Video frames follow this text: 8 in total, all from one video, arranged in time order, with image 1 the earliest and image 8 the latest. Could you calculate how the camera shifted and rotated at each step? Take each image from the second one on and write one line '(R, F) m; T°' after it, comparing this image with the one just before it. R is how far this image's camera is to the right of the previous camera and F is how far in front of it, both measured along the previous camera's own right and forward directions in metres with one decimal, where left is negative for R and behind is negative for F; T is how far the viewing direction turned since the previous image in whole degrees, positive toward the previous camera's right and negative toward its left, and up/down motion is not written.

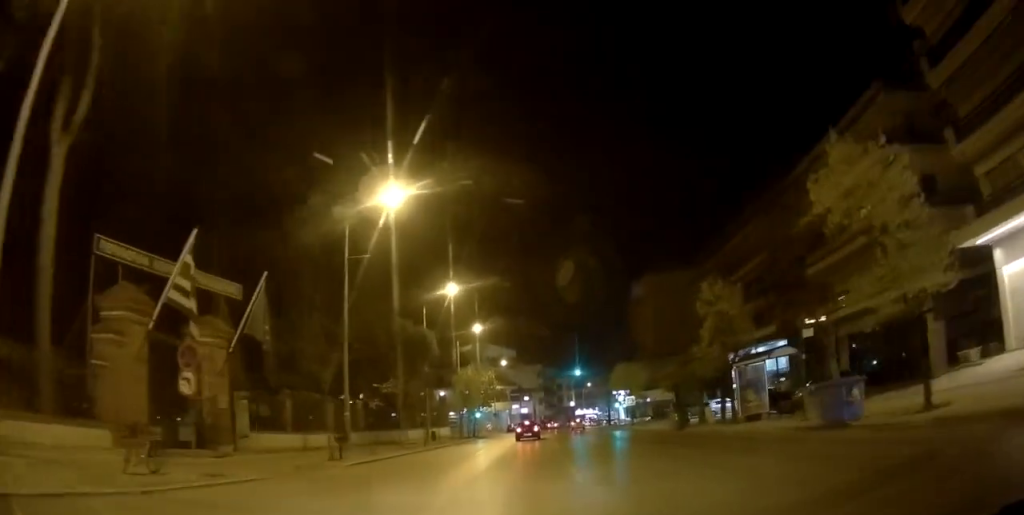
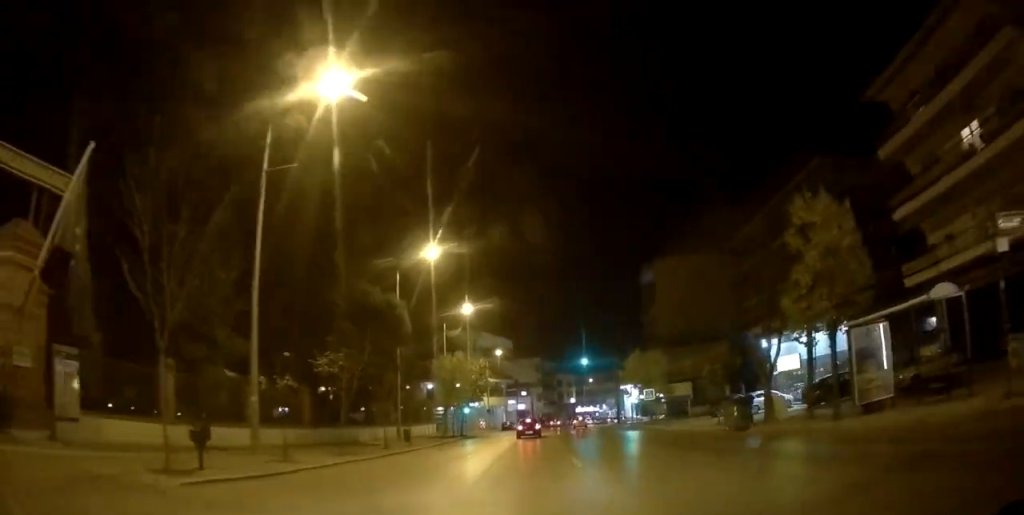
(+0.2, +10.0) m; 0°
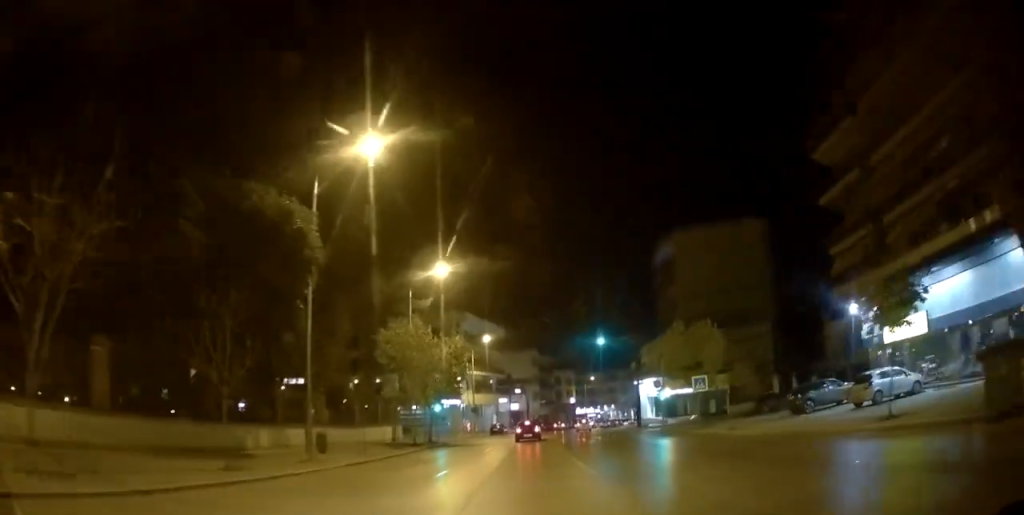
(0.0, +15.9) m; 0°
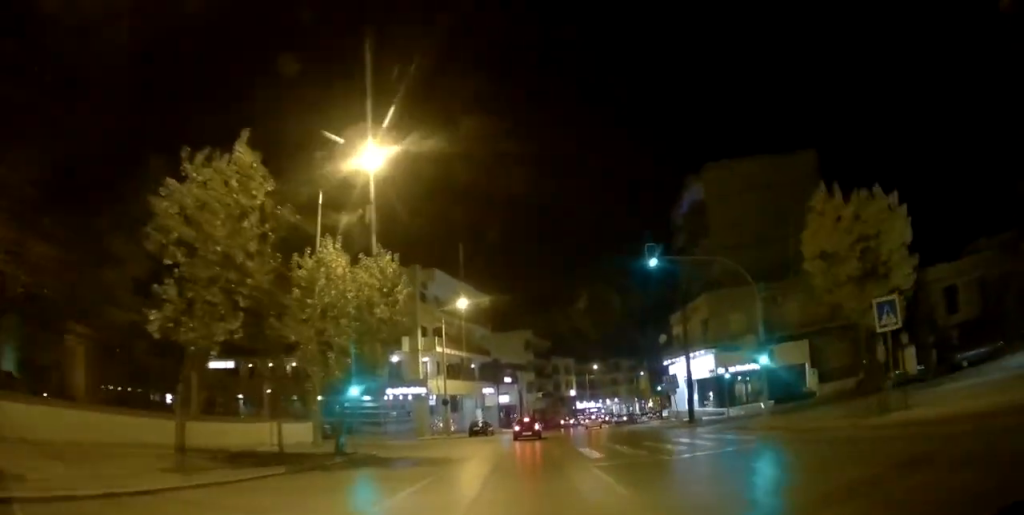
(+0.3, +20.2) m; +1°
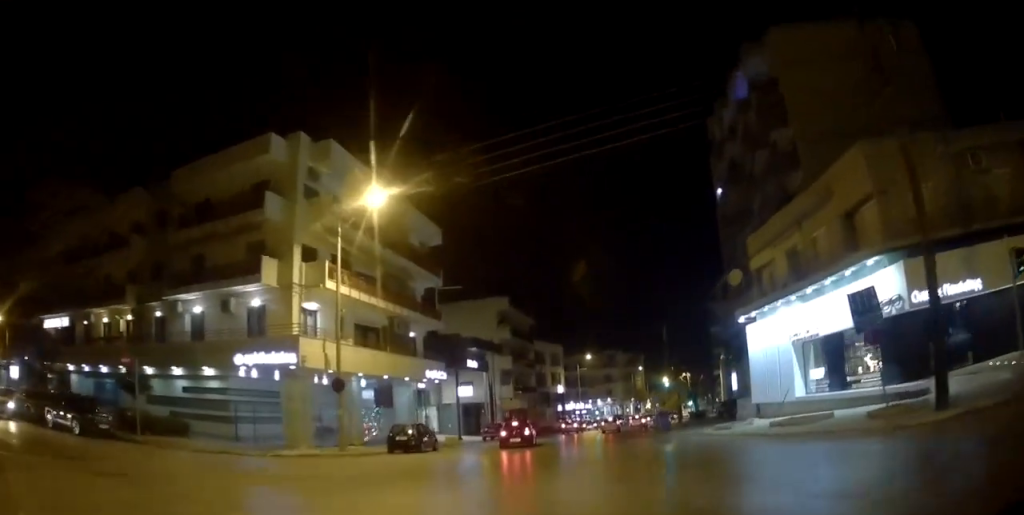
(+0.5, +24.4) m; +4°
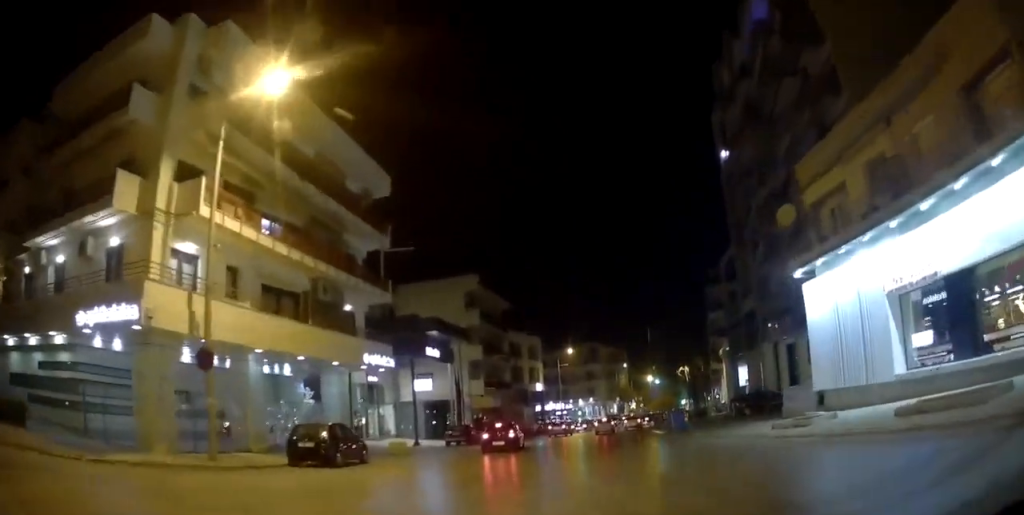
(+0.2, +9.4) m; +2°
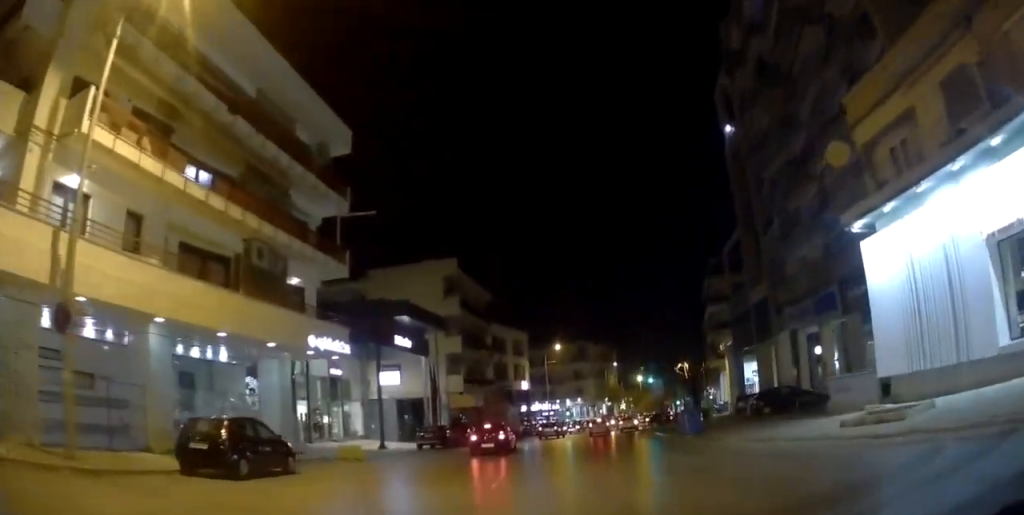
(+0.1, +5.5) m; 0°
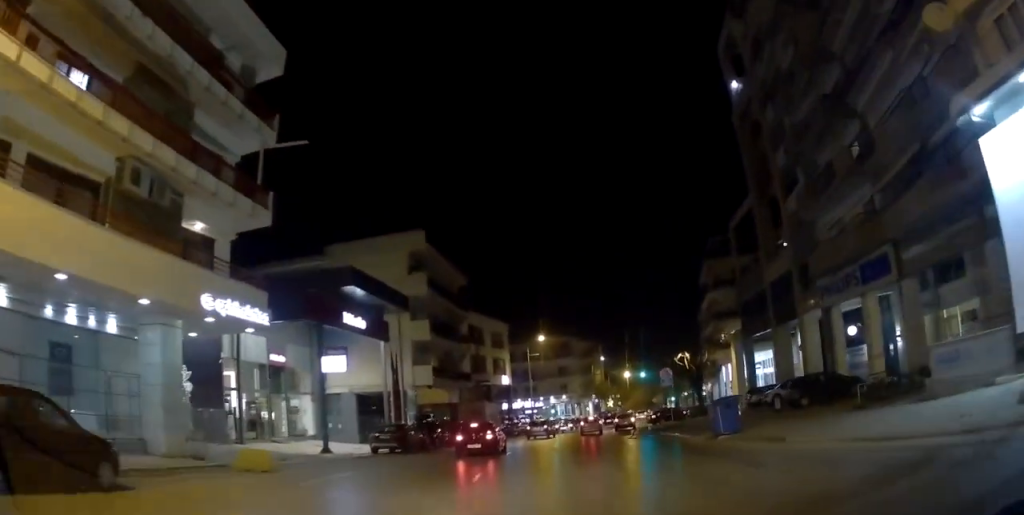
(-0.1, +6.7) m; +1°
